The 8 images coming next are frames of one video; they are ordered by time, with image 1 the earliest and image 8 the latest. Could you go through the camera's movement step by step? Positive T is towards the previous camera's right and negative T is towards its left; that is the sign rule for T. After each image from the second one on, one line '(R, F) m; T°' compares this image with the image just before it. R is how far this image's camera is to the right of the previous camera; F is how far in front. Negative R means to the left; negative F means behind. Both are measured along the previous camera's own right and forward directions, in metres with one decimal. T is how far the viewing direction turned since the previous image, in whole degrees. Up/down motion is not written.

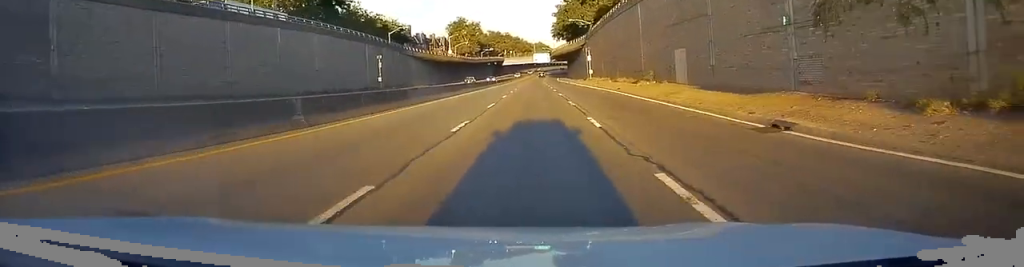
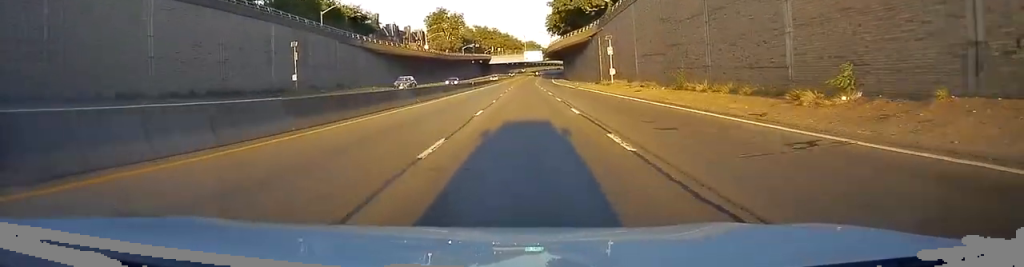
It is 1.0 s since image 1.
(+0.2, +27.3) m; +2°
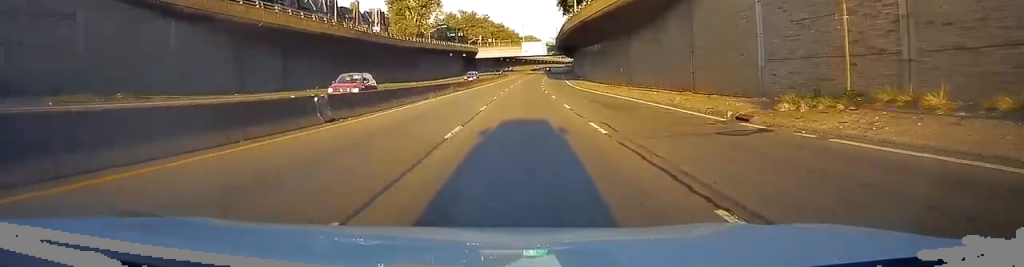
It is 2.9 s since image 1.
(+0.4, +51.9) m; 0°
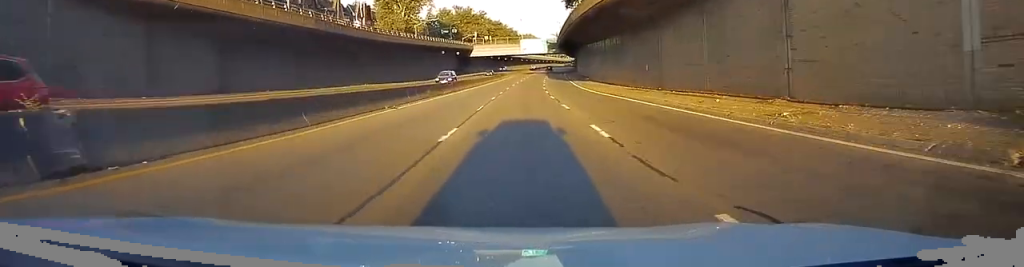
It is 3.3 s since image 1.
(-0.5, +11.5) m; 0°
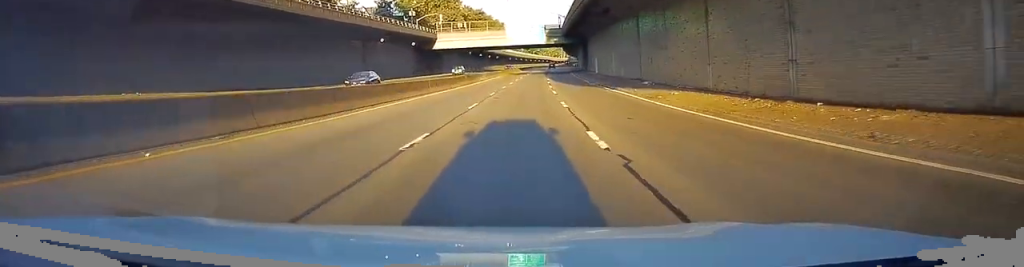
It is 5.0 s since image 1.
(+1.2, +46.9) m; +1°
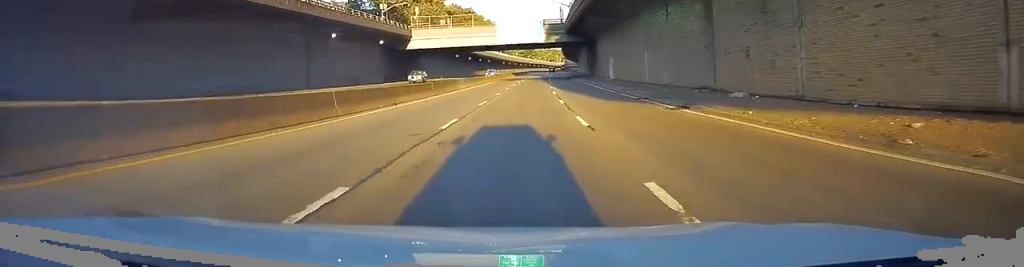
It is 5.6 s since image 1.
(-0.1, +18.5) m; 0°
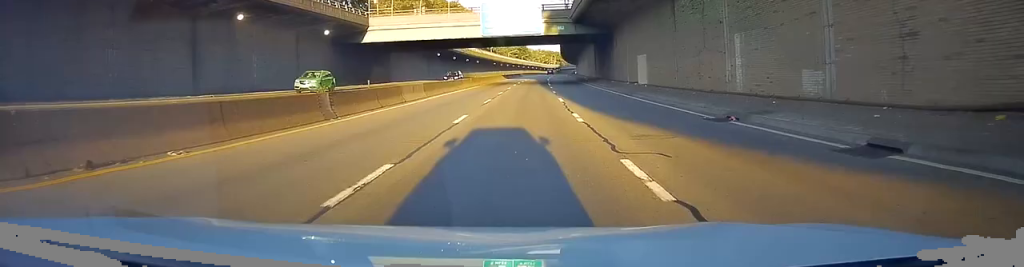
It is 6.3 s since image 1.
(+0.1, +19.9) m; +1°
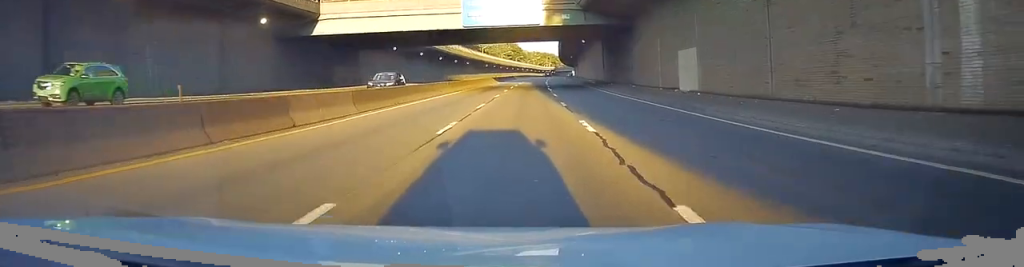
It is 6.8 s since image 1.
(+0.3, +14.0) m; 0°
